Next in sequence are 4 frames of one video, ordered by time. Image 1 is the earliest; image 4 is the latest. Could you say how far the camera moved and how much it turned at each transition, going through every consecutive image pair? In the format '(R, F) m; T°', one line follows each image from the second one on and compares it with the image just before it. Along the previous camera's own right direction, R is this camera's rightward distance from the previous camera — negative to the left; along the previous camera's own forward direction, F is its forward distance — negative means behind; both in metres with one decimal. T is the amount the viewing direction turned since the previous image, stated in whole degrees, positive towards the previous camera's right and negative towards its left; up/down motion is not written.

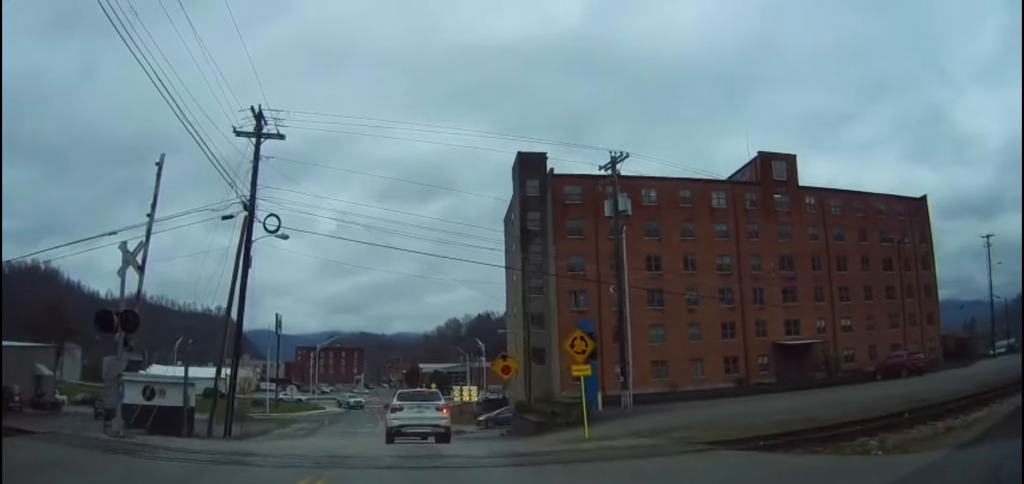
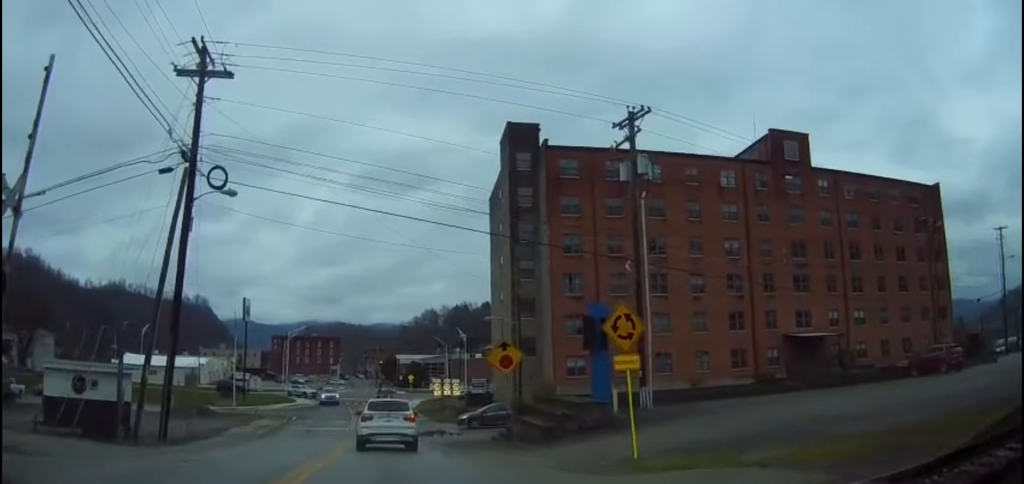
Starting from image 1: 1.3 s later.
(+0.4, +6.0) m; +7°
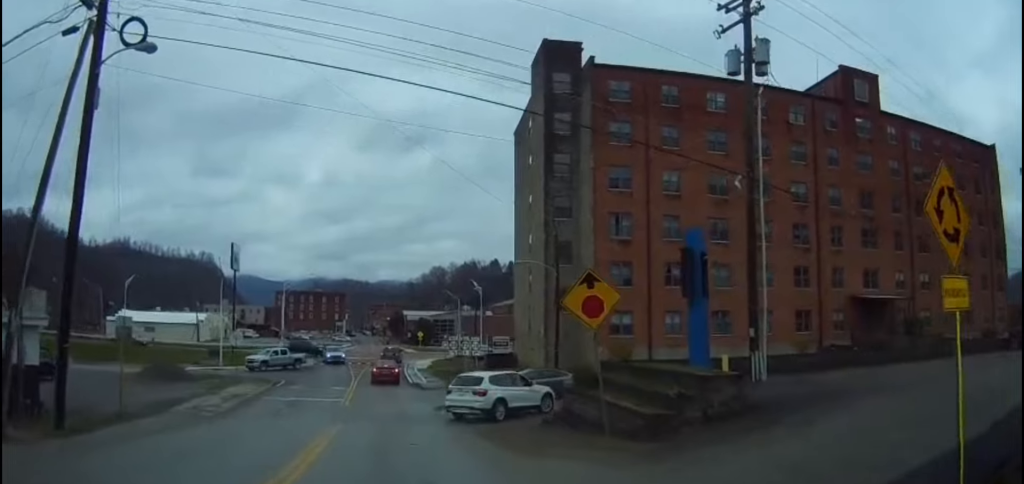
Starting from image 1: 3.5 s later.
(0.0, +9.0) m; -3°
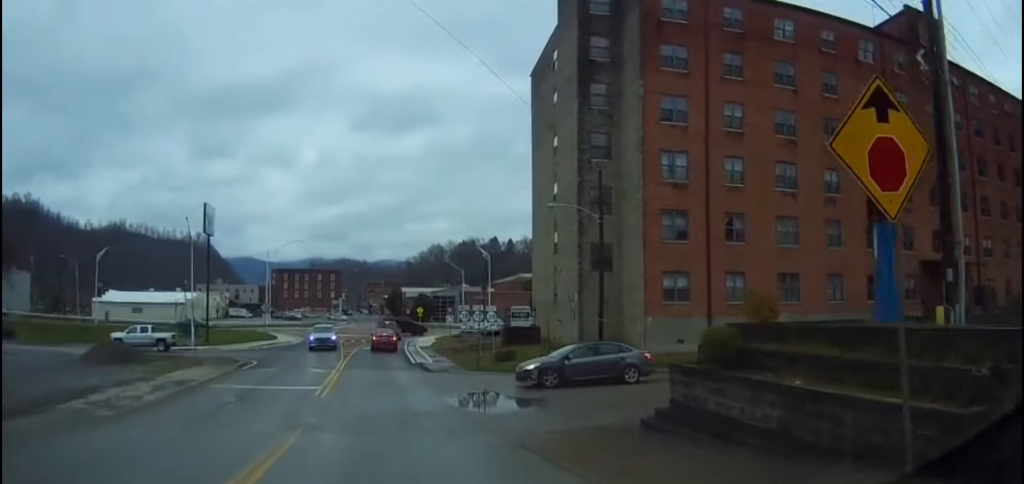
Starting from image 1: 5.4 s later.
(+0.2, +8.3) m; +4°
